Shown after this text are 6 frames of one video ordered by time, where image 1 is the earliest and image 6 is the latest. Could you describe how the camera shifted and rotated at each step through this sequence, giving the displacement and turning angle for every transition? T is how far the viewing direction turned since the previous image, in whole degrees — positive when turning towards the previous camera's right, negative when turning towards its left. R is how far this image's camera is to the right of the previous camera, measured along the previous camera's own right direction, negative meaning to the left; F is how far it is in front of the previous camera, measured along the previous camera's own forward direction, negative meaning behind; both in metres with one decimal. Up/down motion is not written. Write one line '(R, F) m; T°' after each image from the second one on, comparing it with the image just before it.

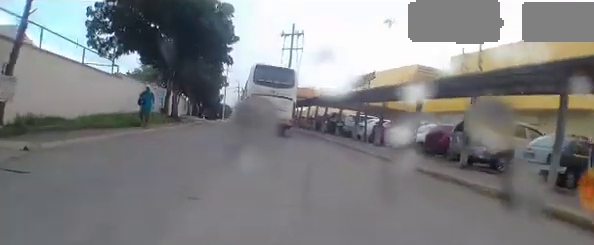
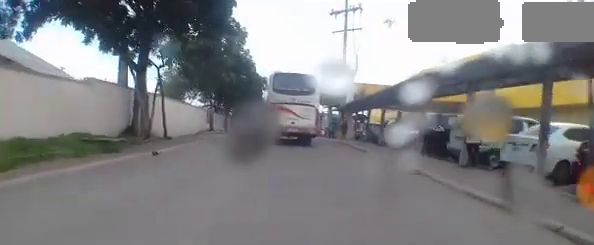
(-0.4, +10.8) m; -7°
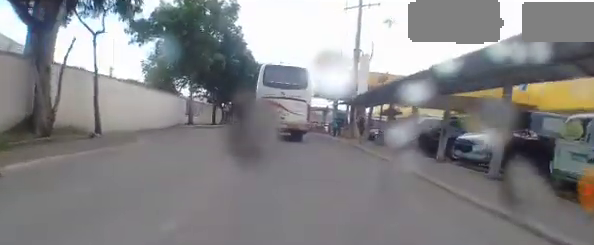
(-0.3, +5.3) m; -6°
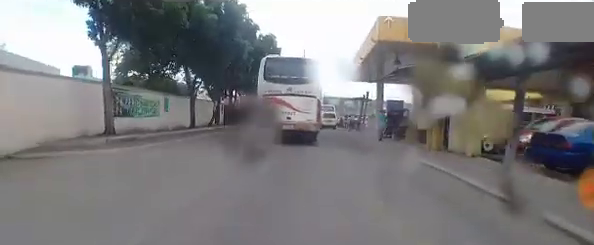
(-0.9, +12.1) m; -5°
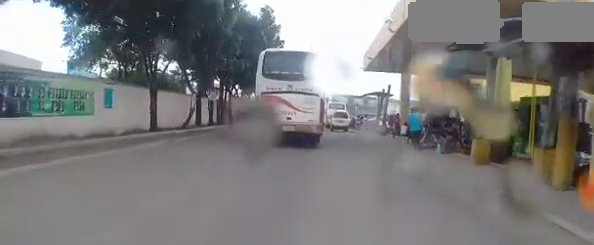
(0.0, +6.2) m; -1°
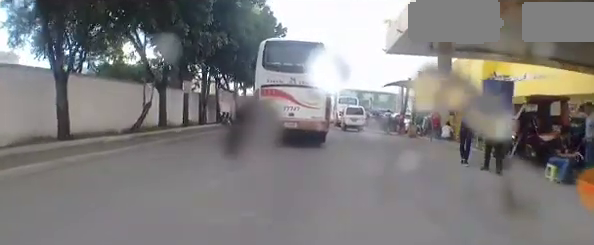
(-0.1, +6.3) m; +1°
